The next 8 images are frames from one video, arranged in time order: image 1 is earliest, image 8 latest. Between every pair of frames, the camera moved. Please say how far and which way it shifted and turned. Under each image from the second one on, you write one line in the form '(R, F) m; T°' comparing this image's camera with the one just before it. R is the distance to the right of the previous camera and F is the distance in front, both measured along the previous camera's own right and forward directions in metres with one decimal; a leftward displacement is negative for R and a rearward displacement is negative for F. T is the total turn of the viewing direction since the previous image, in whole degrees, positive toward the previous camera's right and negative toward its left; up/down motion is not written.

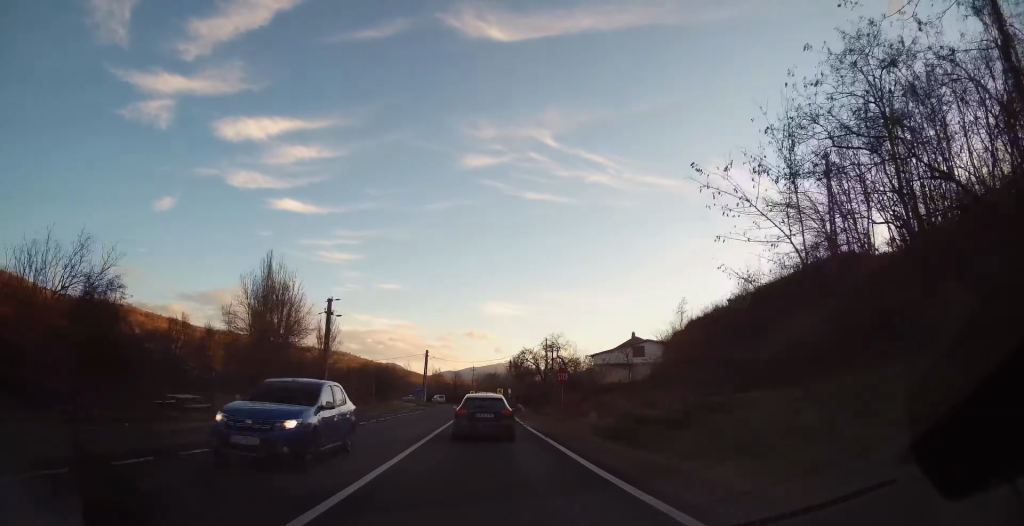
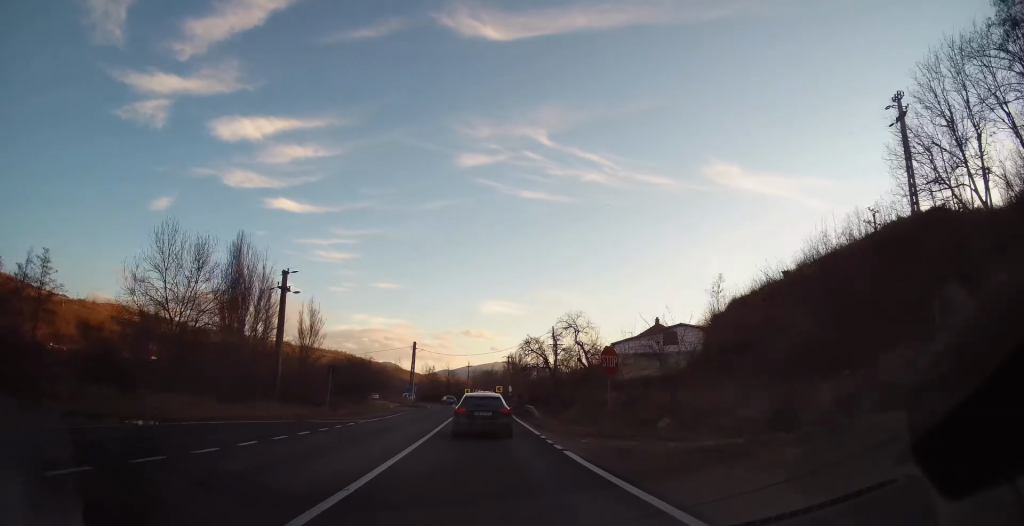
(+0.2, +11.6) m; +1°
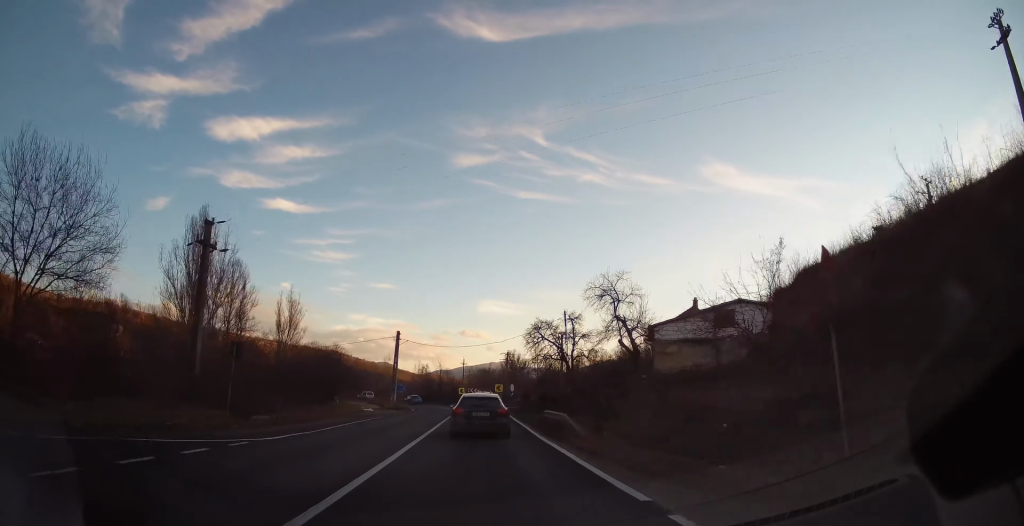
(0.0, +12.2) m; 0°
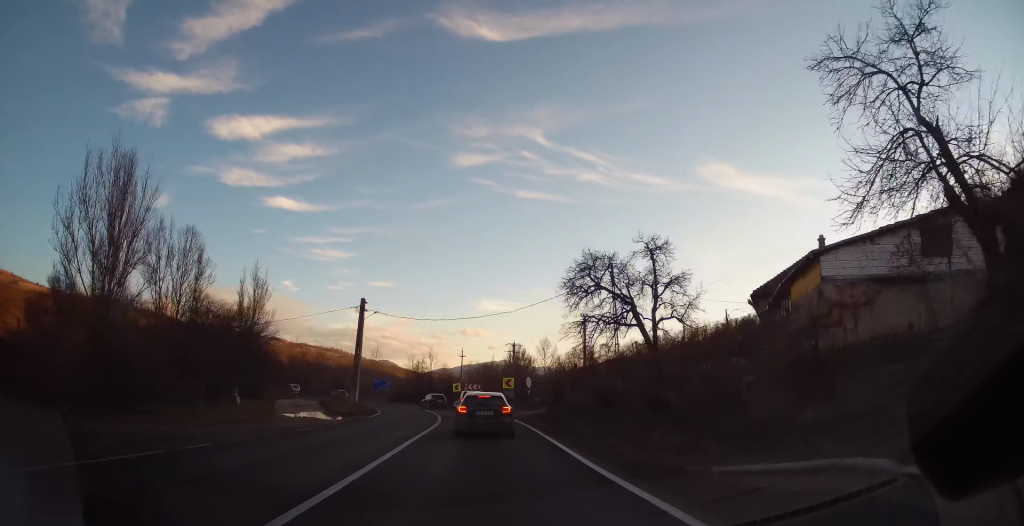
(-0.4, +19.7) m; -2°
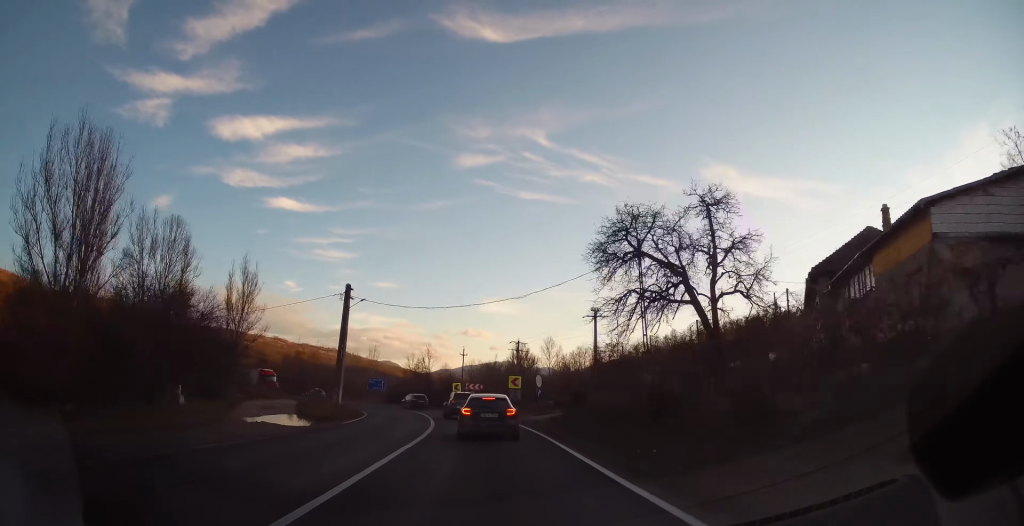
(-0.1, +5.7) m; 0°
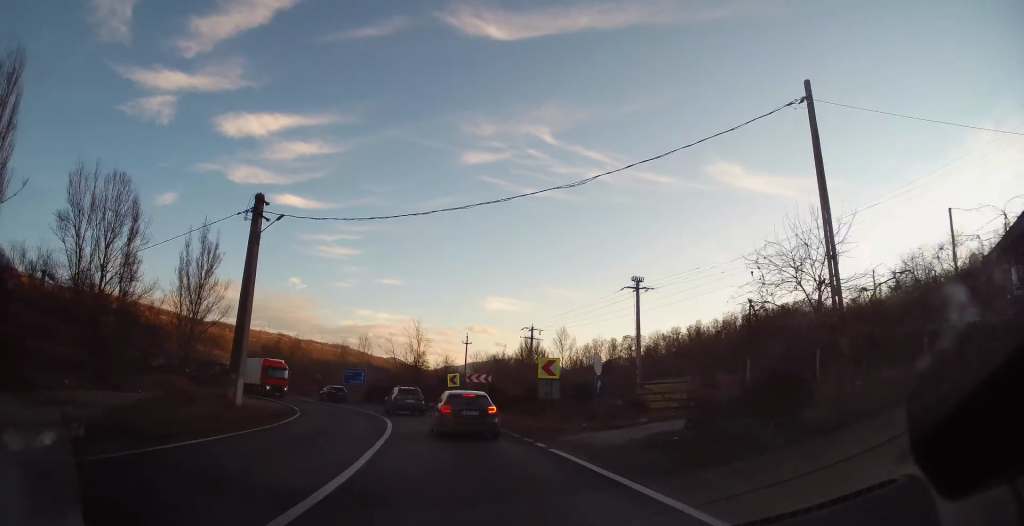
(+0.1, +16.5) m; -2°
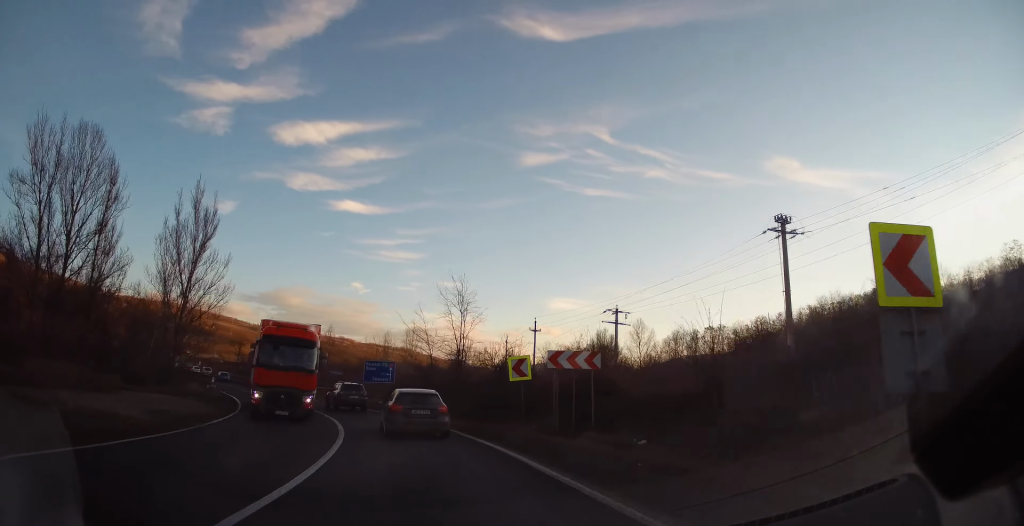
(-0.8, +18.2) m; -9°
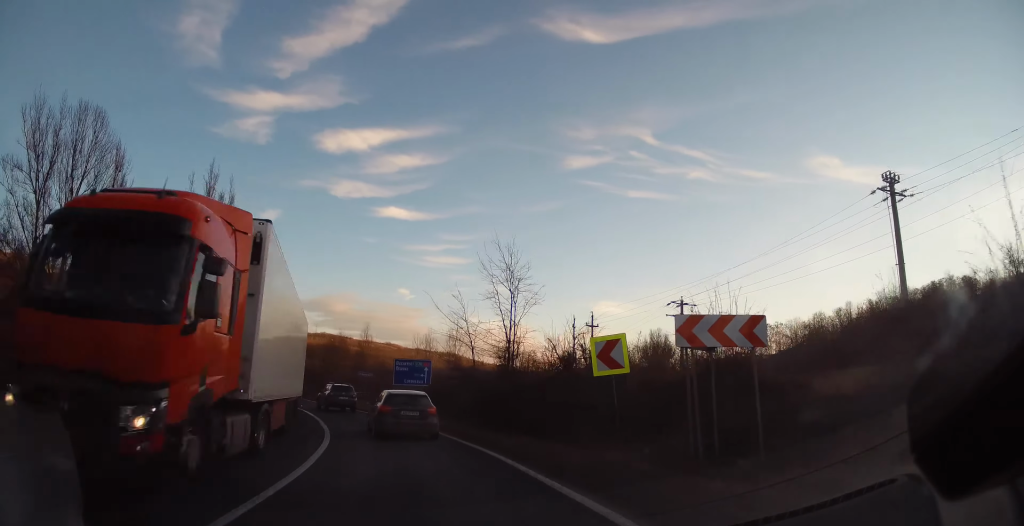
(-0.5, +7.5) m; -6°
